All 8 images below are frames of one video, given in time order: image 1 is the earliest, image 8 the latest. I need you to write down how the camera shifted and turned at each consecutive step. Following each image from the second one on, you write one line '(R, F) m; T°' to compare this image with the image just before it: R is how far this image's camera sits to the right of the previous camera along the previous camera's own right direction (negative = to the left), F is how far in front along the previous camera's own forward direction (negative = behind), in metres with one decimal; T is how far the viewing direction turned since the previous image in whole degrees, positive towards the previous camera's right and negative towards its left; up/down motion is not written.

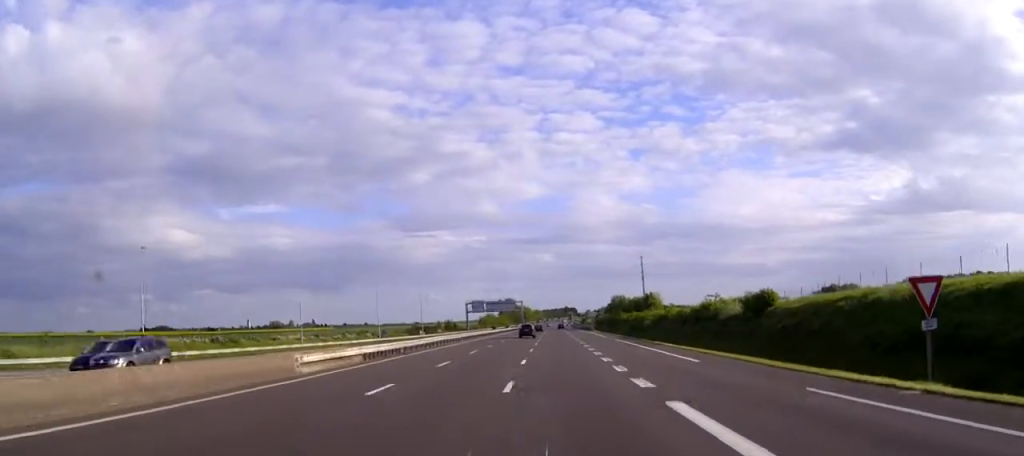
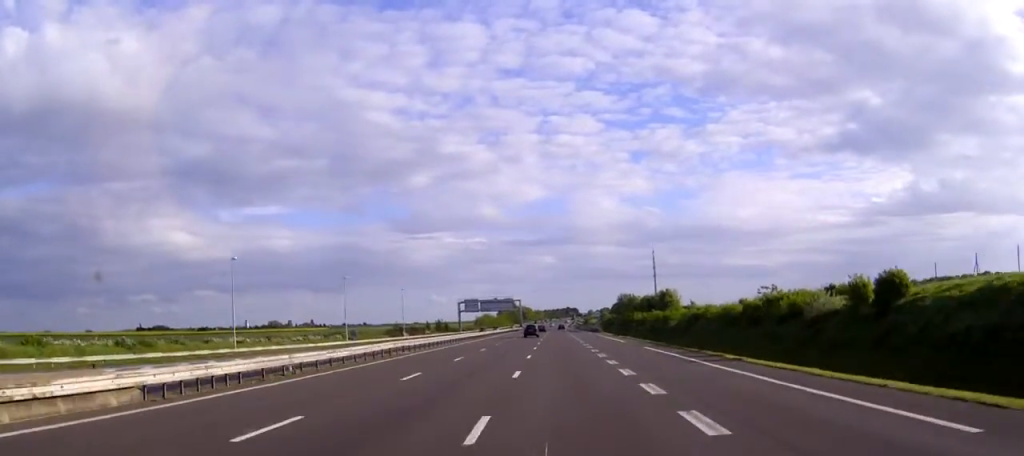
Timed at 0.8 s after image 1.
(0.0, +21.4) m; 0°
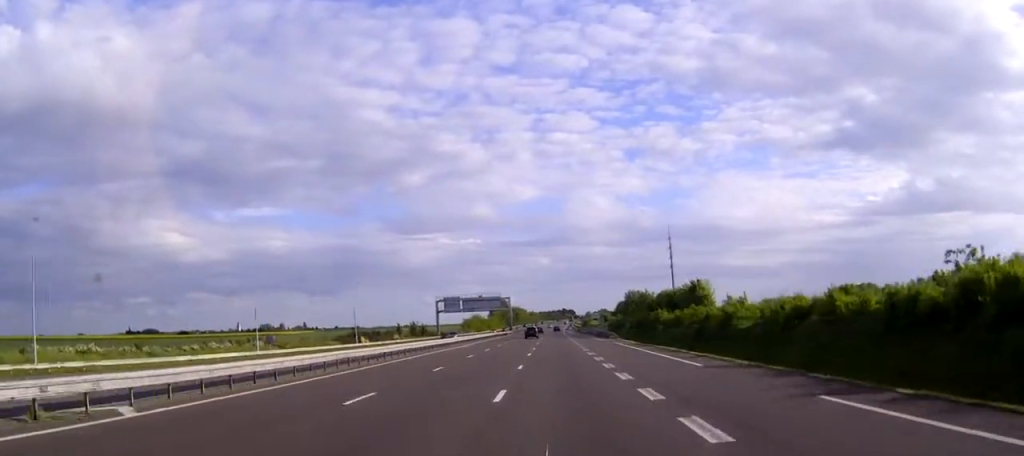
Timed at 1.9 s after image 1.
(+0.1, +32.5) m; 0°
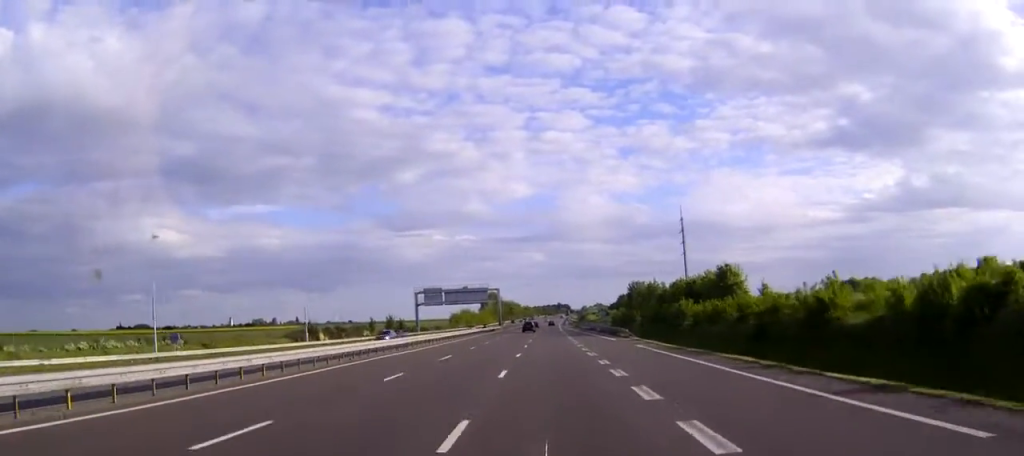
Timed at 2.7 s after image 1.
(+0.1, +20.4) m; 0°
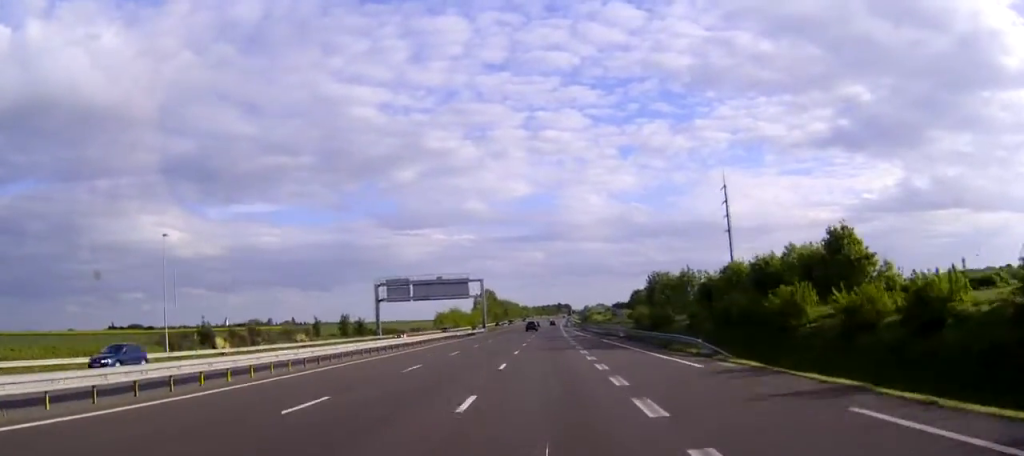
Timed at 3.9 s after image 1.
(0.0, +34.5) m; 0°
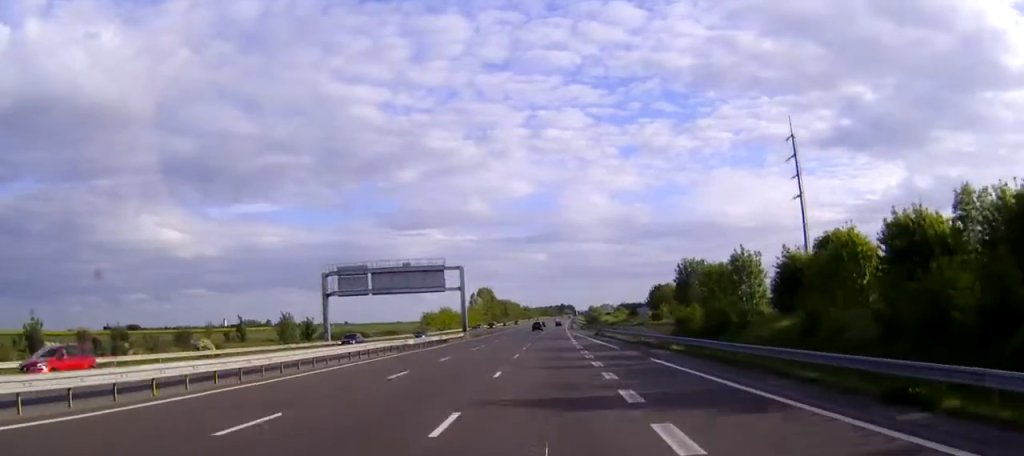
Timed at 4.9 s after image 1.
(0.0, +29.0) m; 0°
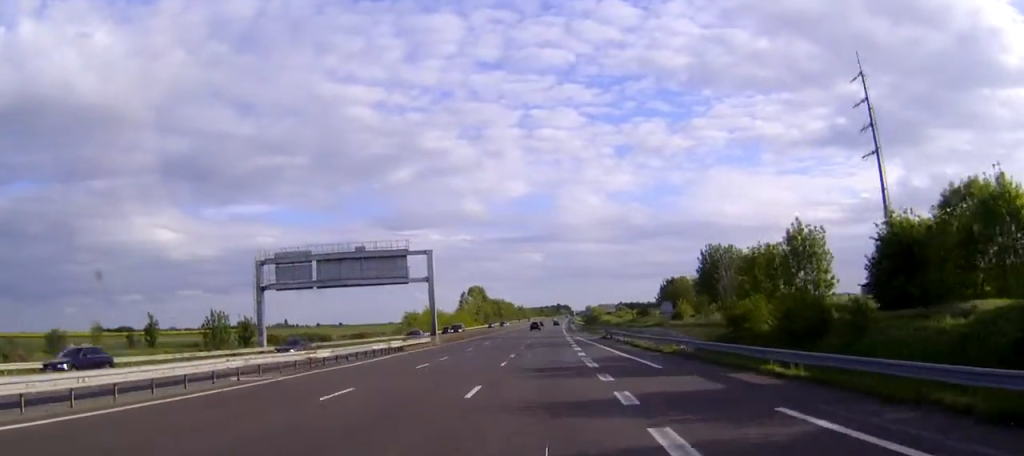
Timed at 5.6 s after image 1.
(+0.1, +19.7) m; 0°
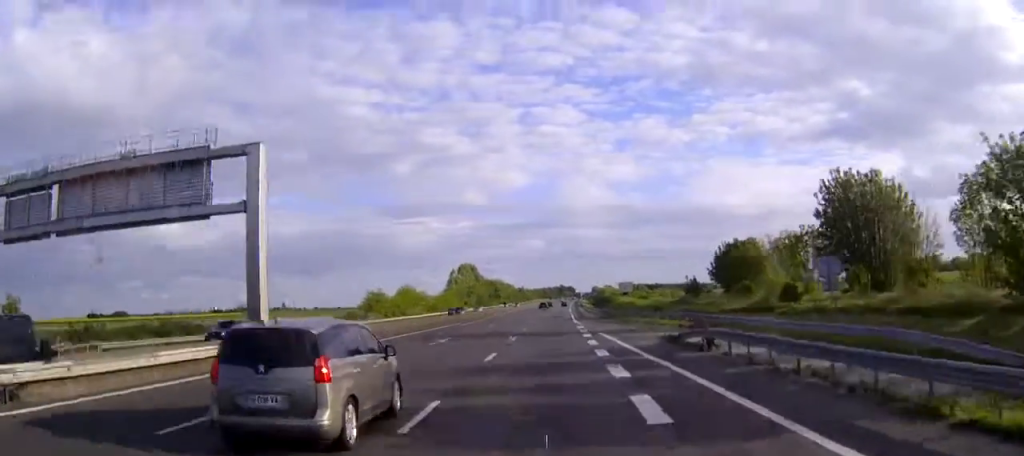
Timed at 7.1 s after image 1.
(0.0, +40.4) m; 0°
